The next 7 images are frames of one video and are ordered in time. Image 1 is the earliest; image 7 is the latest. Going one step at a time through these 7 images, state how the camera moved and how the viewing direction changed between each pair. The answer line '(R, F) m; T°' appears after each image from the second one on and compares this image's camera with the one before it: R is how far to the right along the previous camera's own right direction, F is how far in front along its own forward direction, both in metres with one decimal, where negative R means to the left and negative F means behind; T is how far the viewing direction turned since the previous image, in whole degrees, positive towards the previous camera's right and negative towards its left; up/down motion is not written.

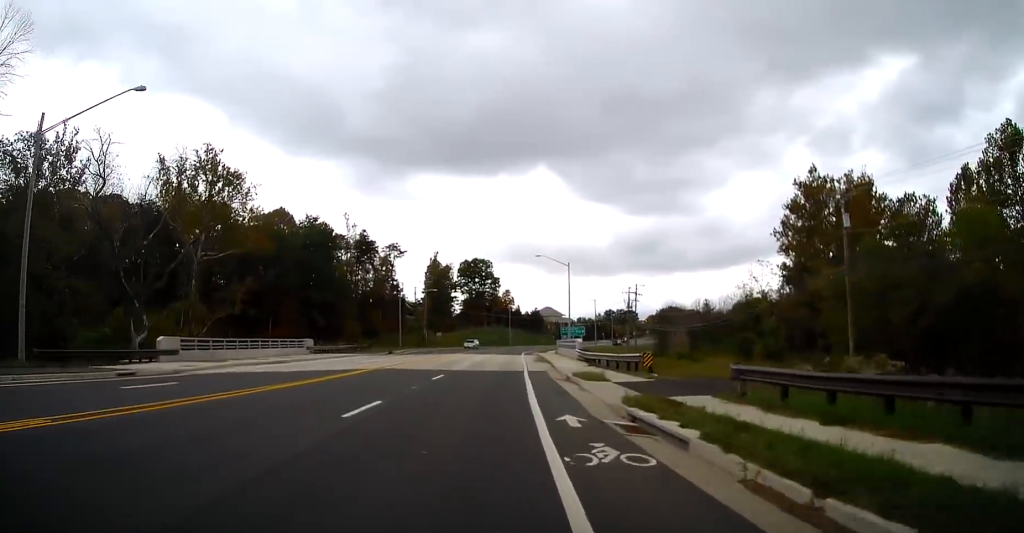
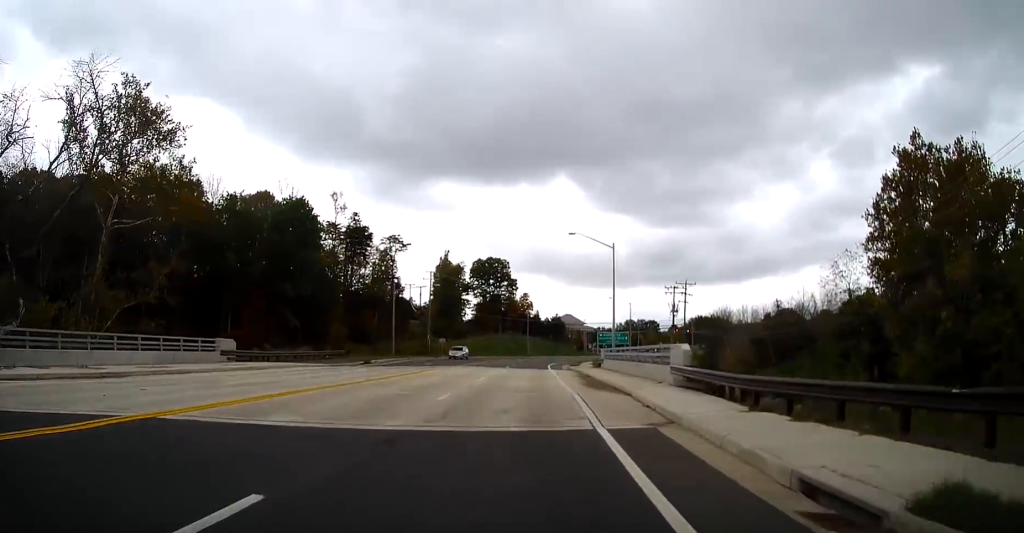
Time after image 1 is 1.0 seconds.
(-0.7, +22.0) m; -1°
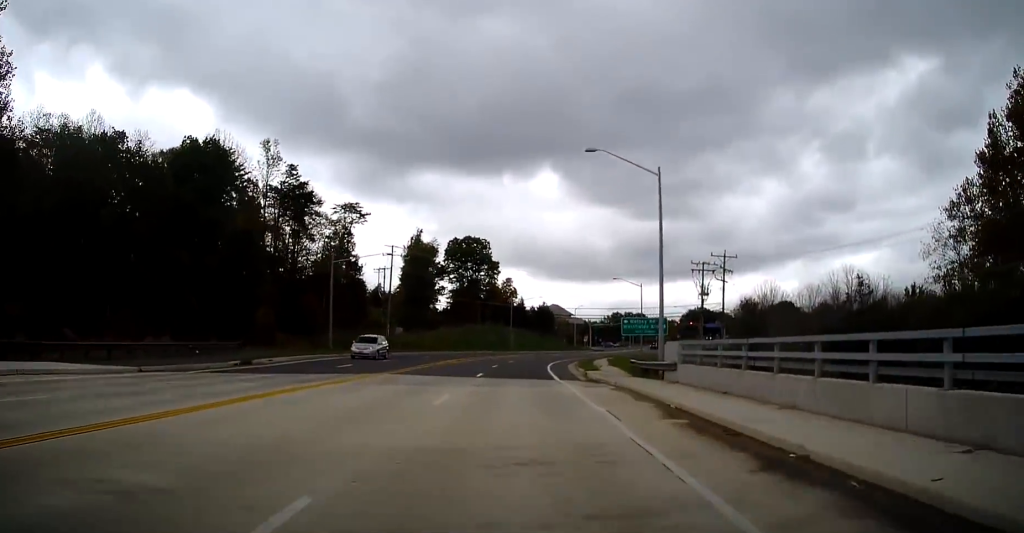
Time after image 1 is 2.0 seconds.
(+0.4, +24.3) m; +3°
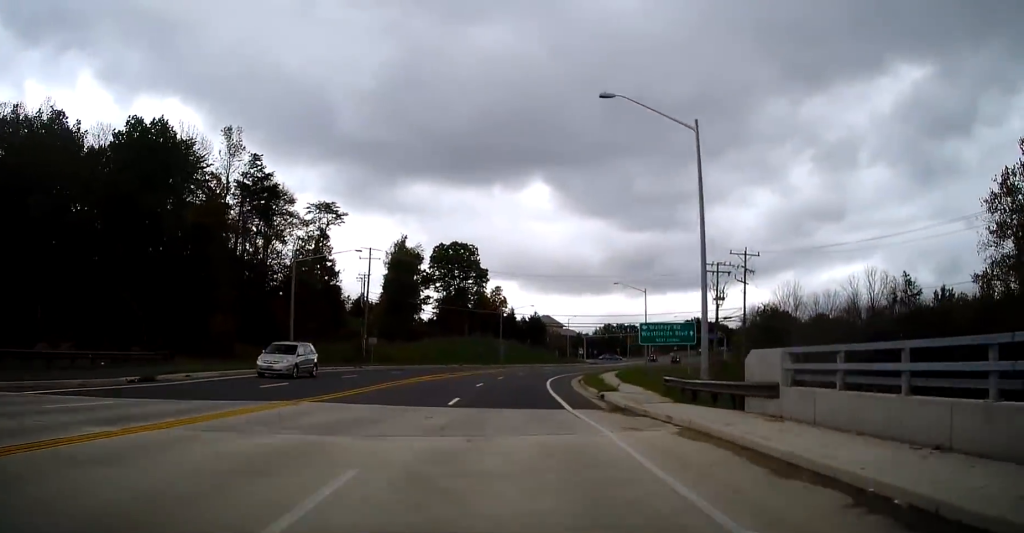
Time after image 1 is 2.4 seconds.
(+0.3, +9.3) m; +1°
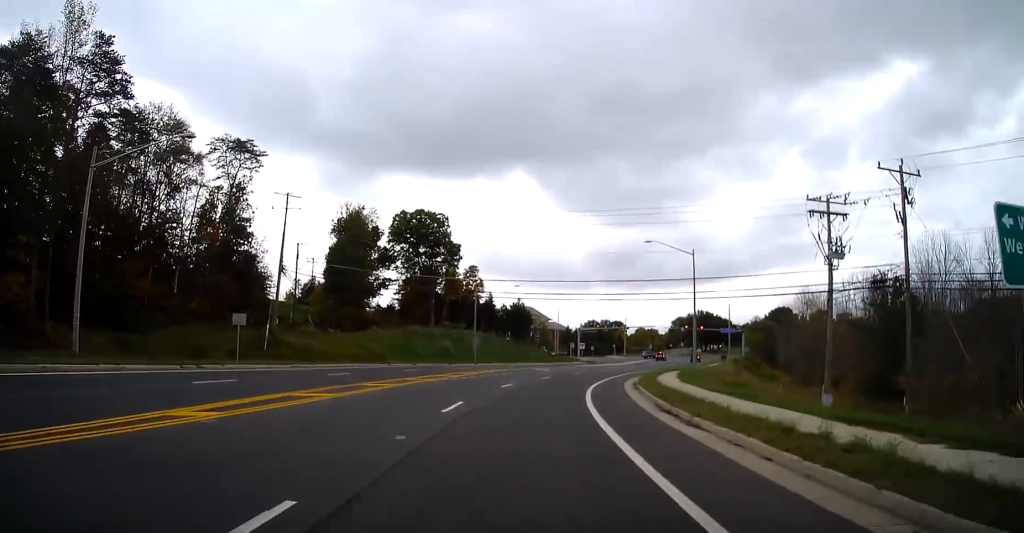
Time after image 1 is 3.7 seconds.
(+0.8, +28.9) m; +4°
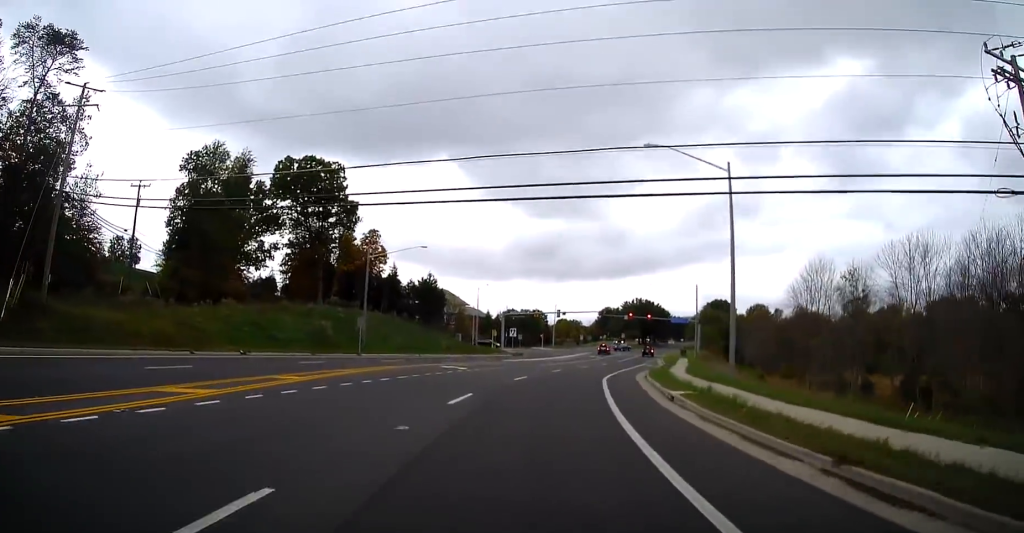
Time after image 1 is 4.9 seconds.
(+1.1, +24.2) m; +6°
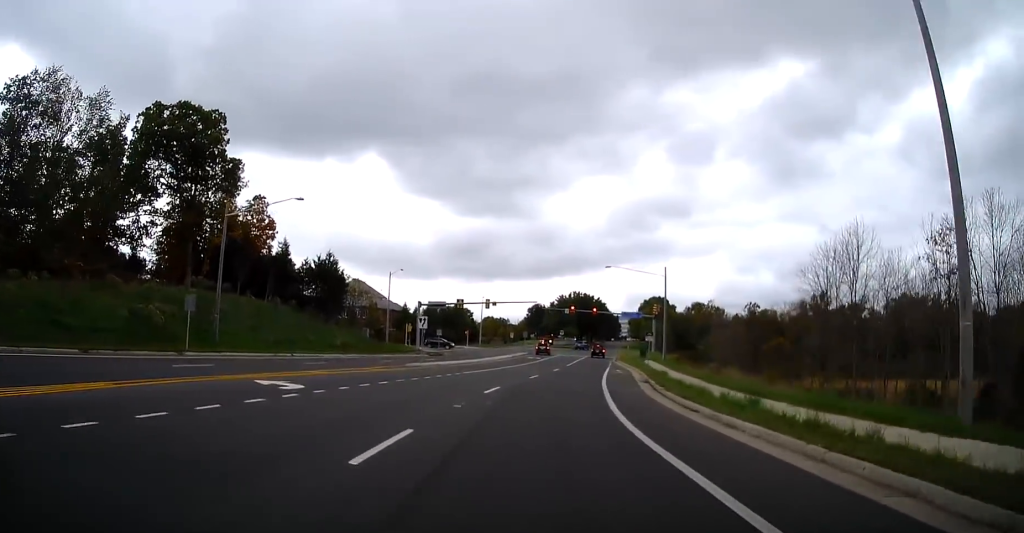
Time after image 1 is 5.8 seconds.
(+1.0, +19.3) m; +6°
